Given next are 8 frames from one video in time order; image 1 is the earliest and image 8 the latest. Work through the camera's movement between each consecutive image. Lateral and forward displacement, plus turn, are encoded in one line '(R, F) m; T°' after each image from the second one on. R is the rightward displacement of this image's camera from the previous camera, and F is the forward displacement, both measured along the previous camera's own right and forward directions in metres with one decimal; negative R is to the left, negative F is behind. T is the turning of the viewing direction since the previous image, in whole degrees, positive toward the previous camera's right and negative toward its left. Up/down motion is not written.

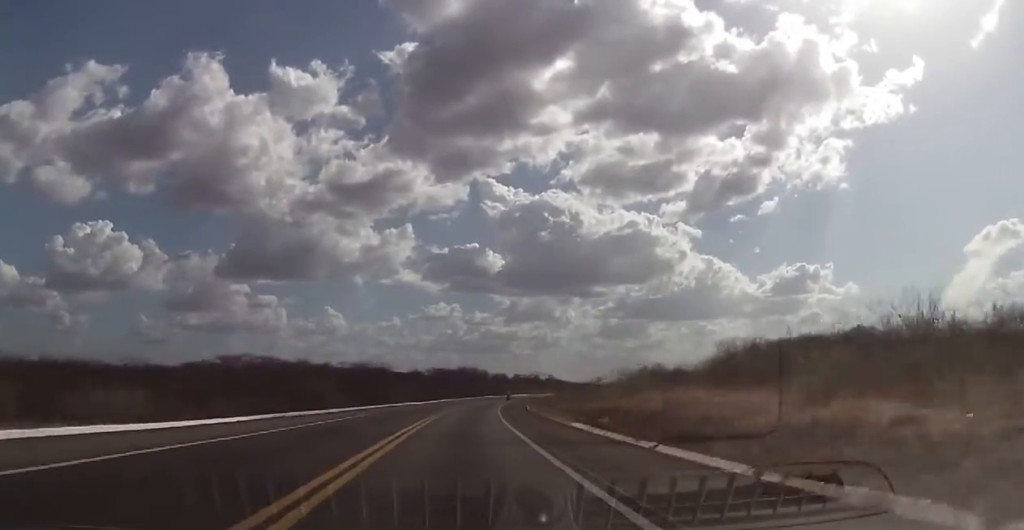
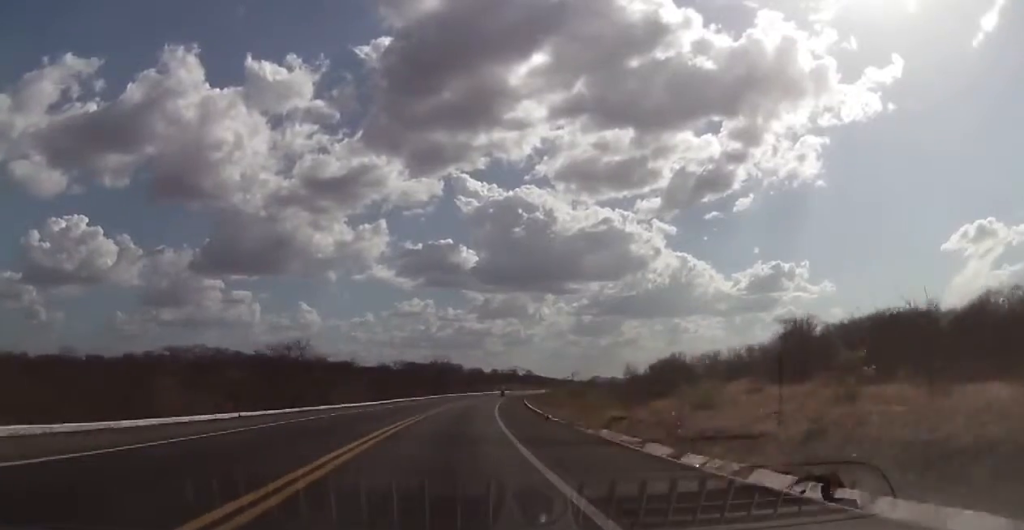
(+0.5, +27.8) m; +3°
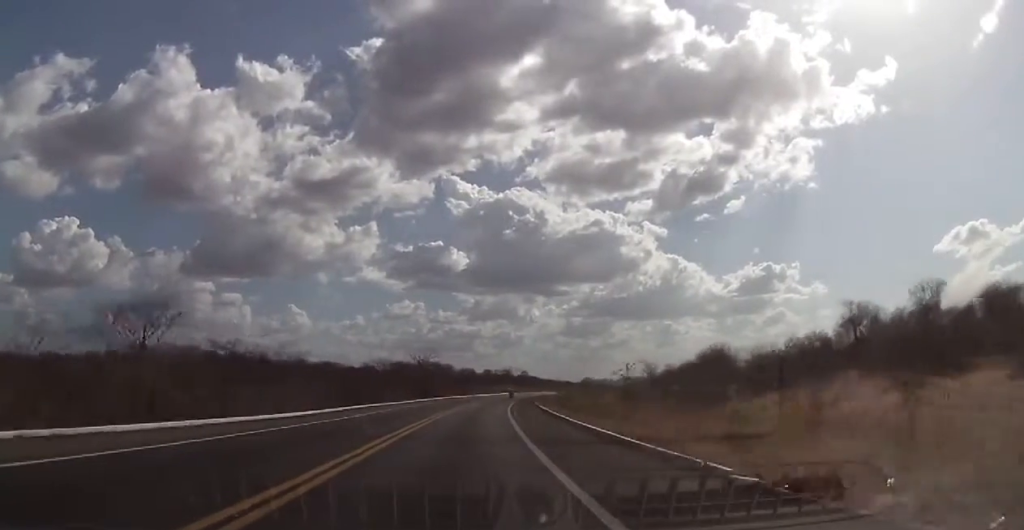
(+0.7, +22.2) m; +2°
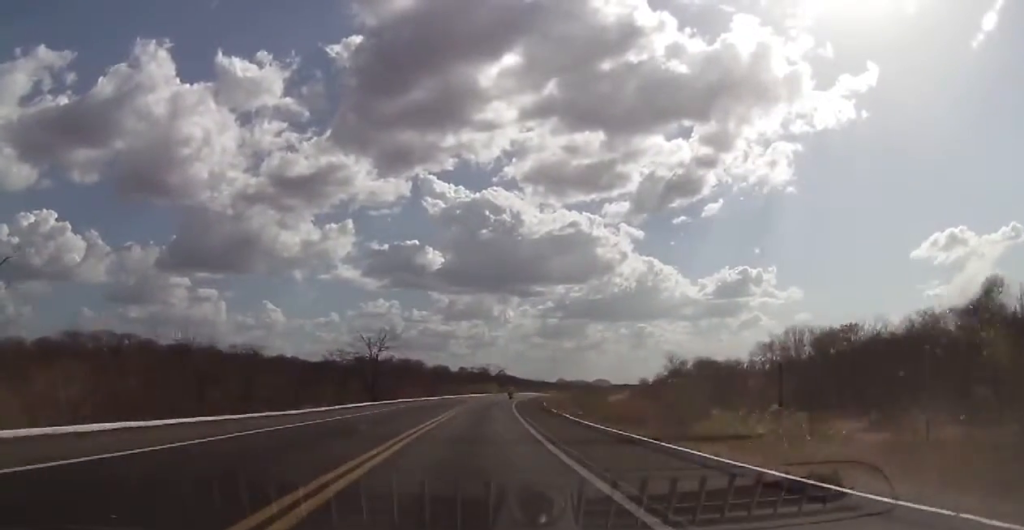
(+0.2, +28.3) m; +1°
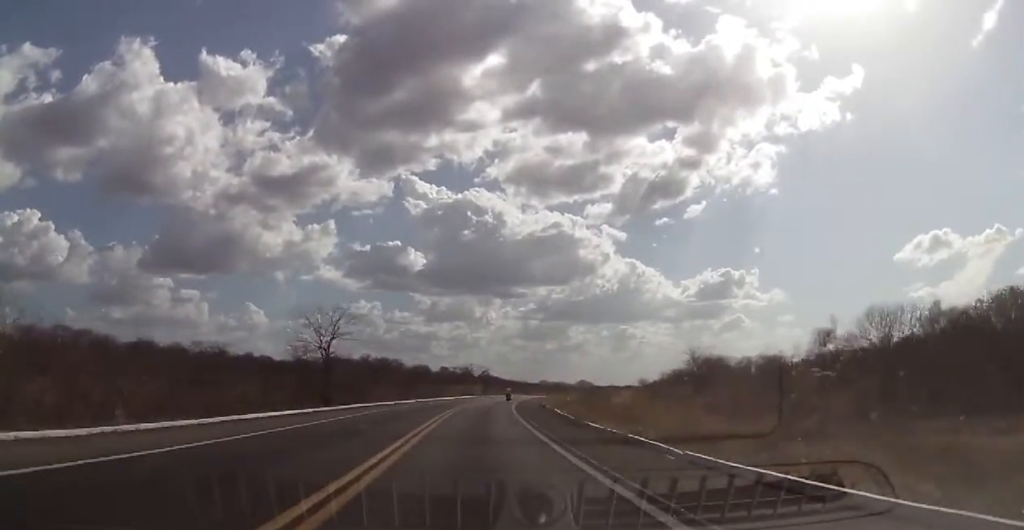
(+0.1, +16.6) m; +1°
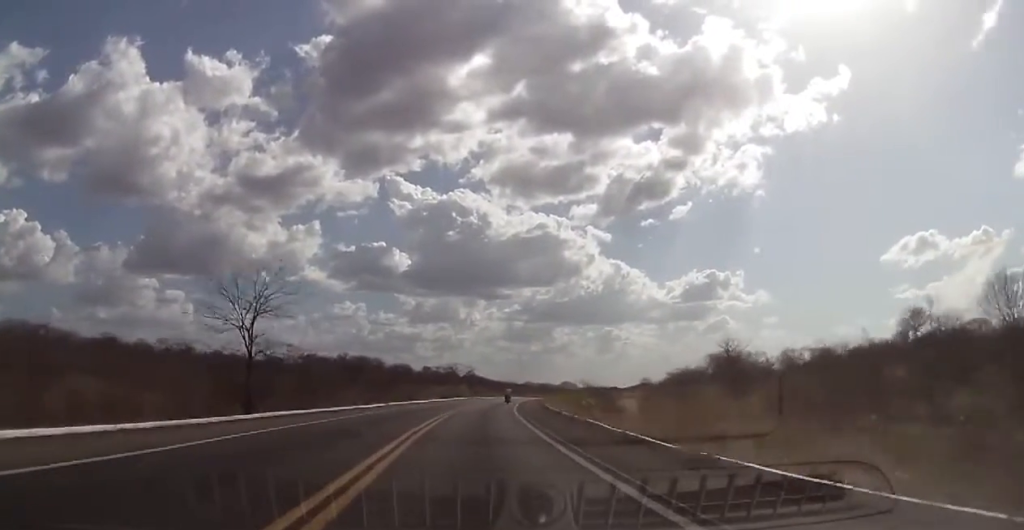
(+0.2, +15.5) m; +1°
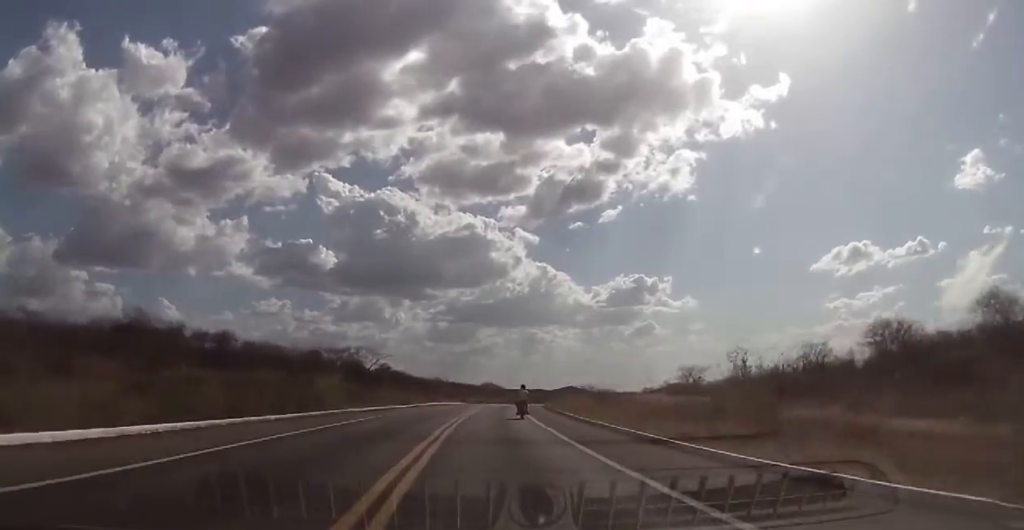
(+4.7, +78.3) m; +8°
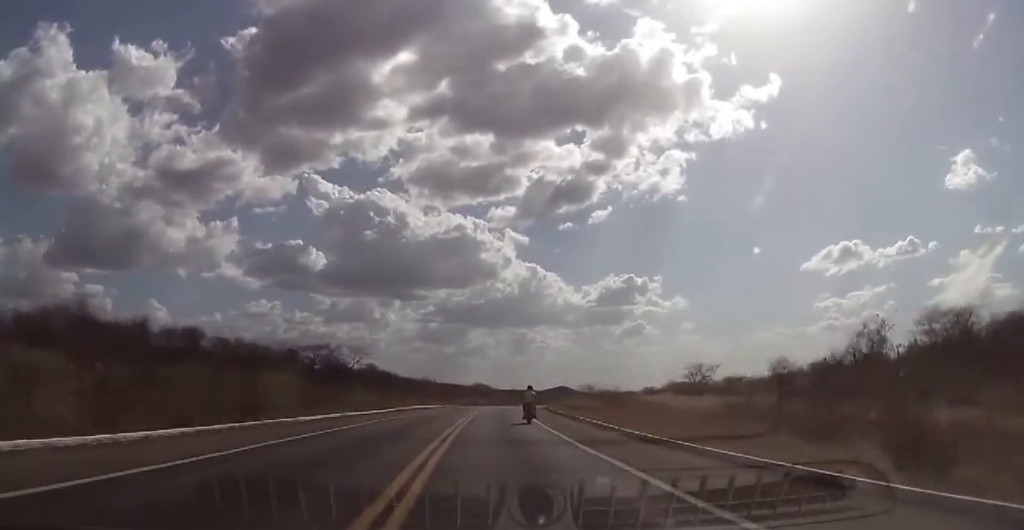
(+0.1, +11.5) m; +1°
